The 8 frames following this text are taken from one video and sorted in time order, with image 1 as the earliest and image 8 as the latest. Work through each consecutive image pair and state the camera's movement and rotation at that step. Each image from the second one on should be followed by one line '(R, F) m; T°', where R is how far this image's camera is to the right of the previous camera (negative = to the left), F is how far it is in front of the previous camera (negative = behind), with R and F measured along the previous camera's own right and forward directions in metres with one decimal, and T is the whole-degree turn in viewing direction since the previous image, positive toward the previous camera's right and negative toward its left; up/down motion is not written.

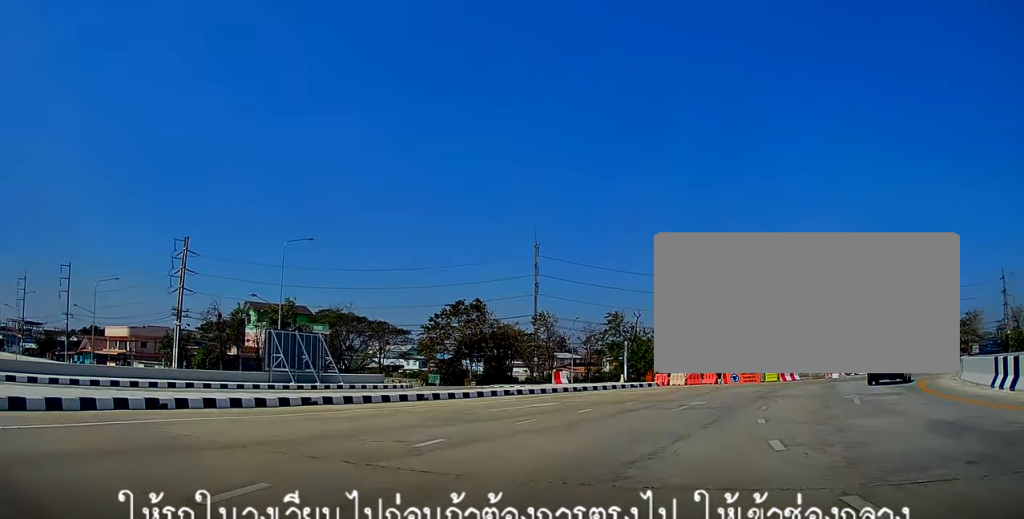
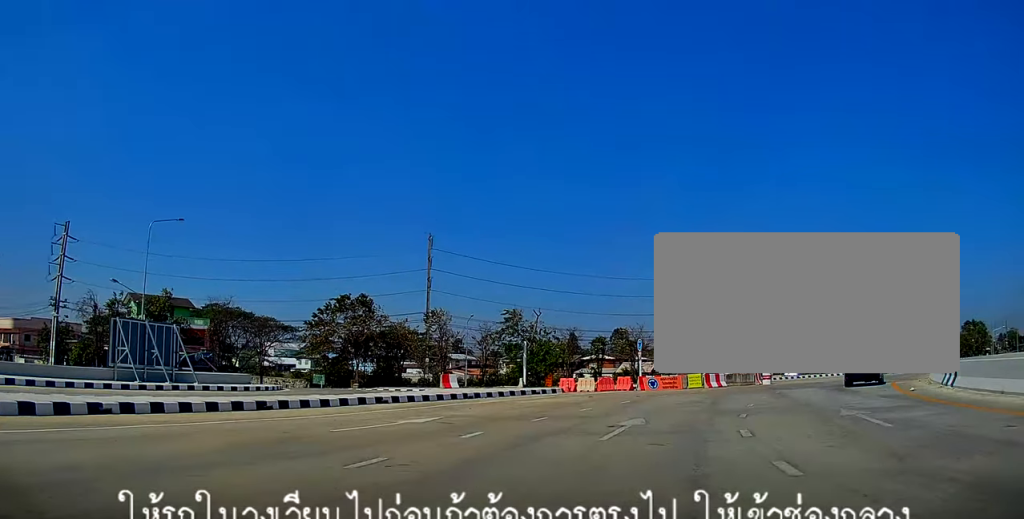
(+0.3, +5.7) m; +8°
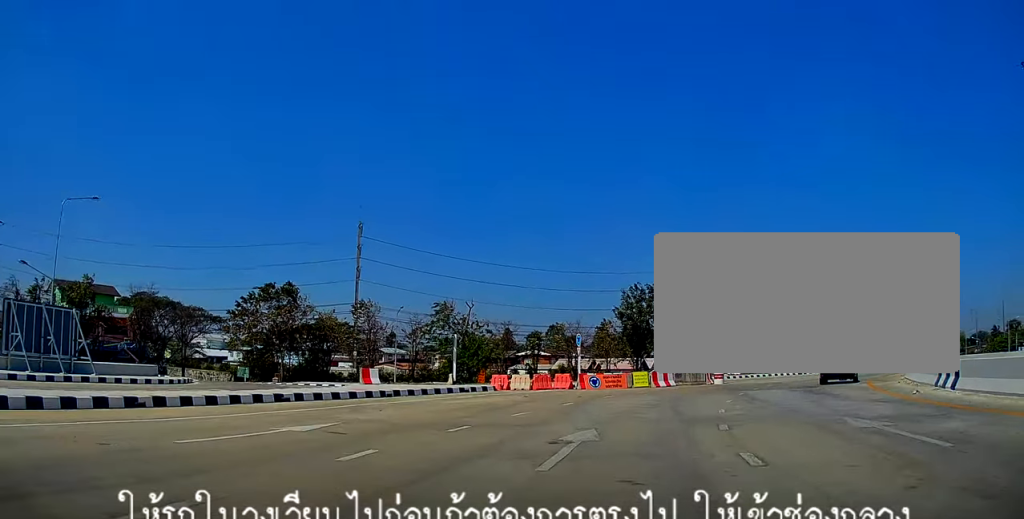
(+0.3, +3.4) m; +4°
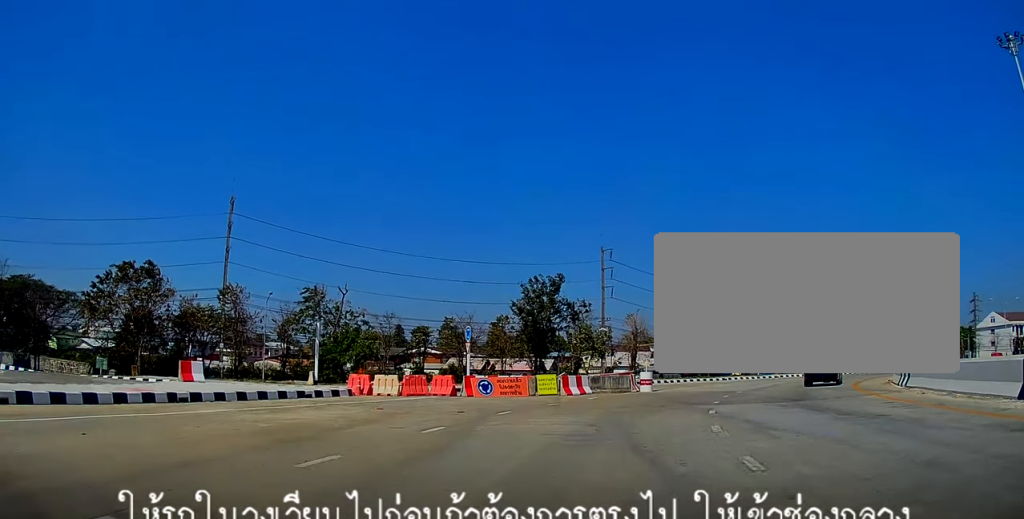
(+0.7, +8.5) m; +11°
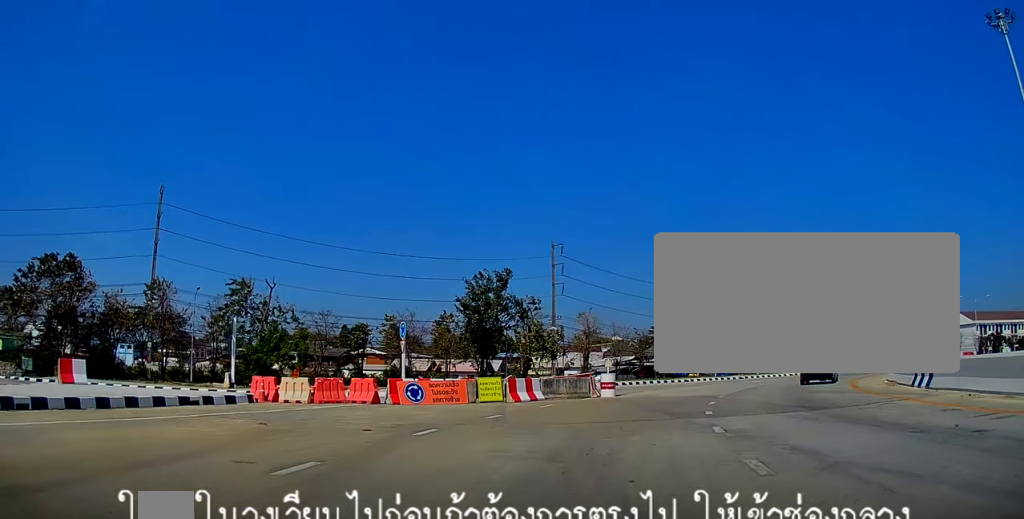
(+0.1, +4.4) m; +6°
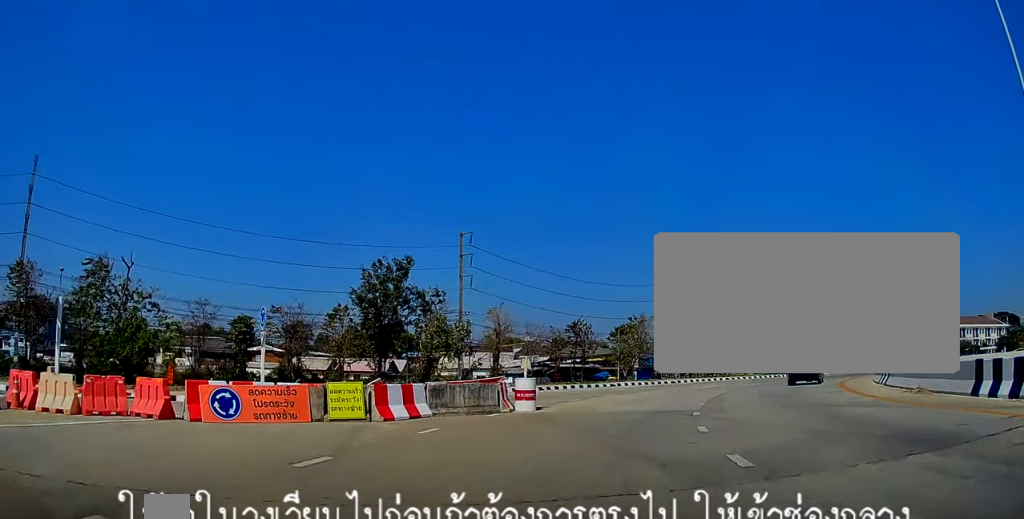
(+0.8, +7.2) m; +9°
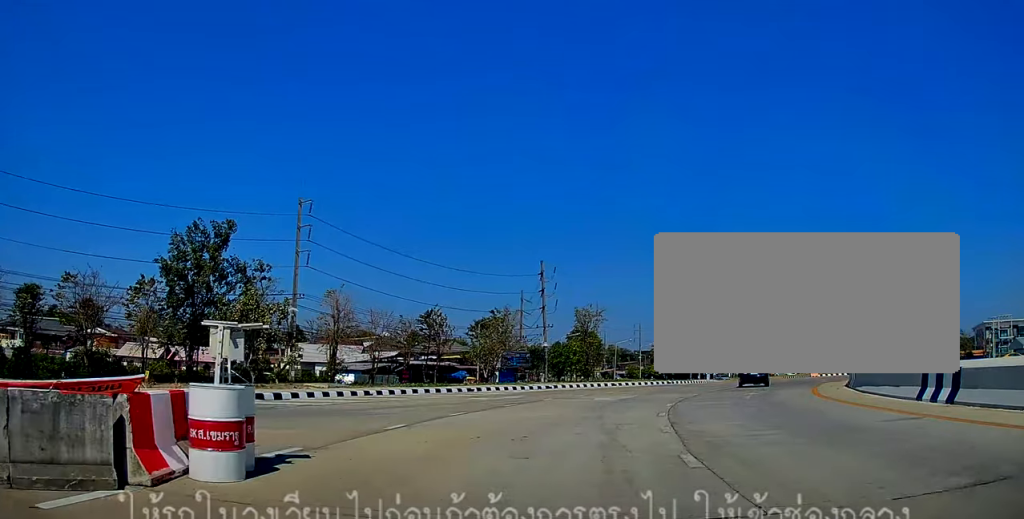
(+0.6, +11.3) m; +9°
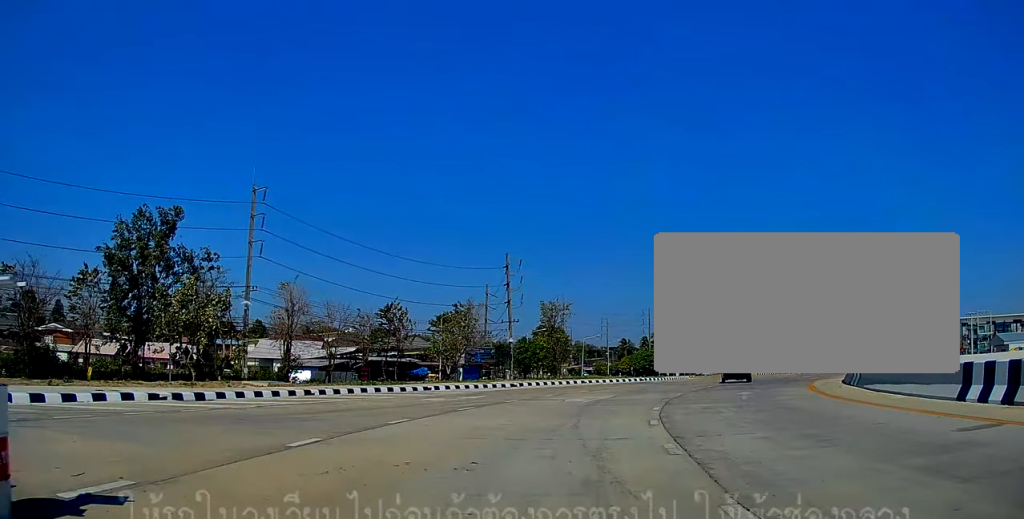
(+0.1, +3.0) m; +3°
